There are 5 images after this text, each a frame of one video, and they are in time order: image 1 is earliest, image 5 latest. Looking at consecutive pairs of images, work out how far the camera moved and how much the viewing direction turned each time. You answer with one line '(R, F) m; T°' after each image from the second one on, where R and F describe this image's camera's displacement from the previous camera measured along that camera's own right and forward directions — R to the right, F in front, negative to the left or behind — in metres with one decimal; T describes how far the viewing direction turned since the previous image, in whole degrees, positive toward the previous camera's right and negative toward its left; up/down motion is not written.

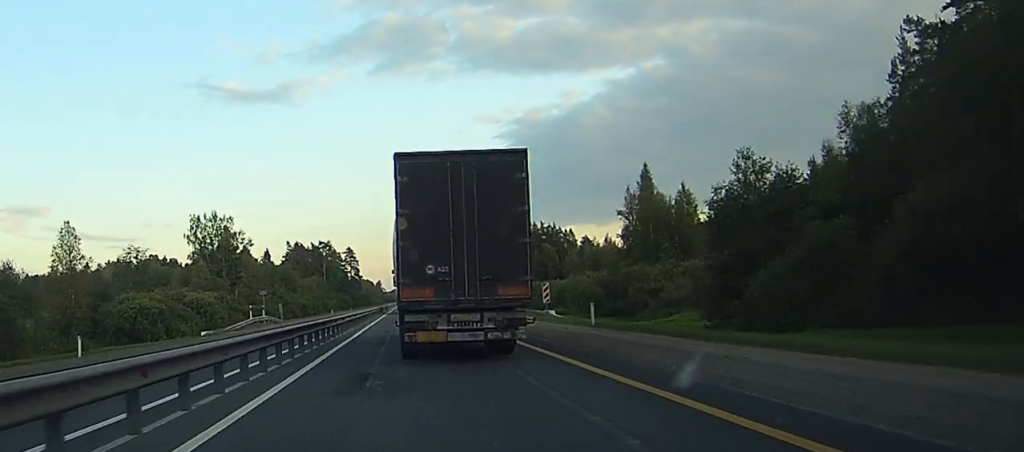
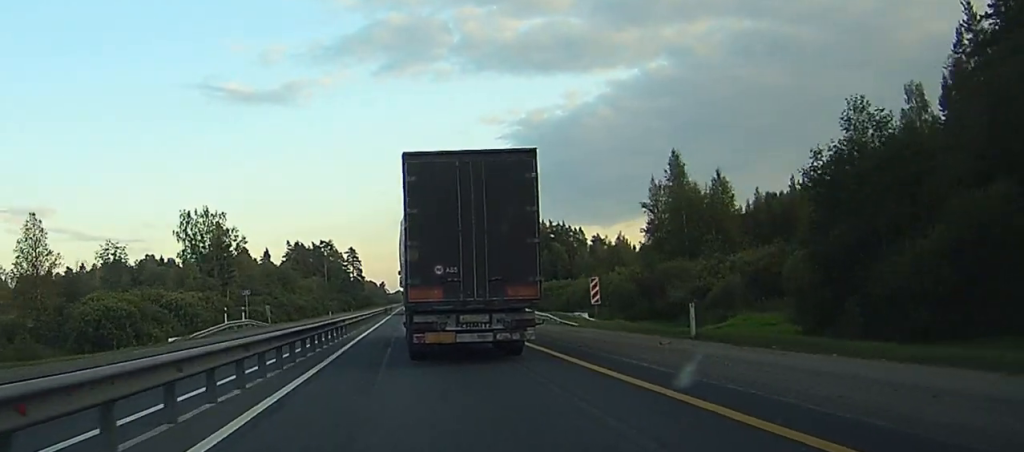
(0.0, +12.2) m; 0°
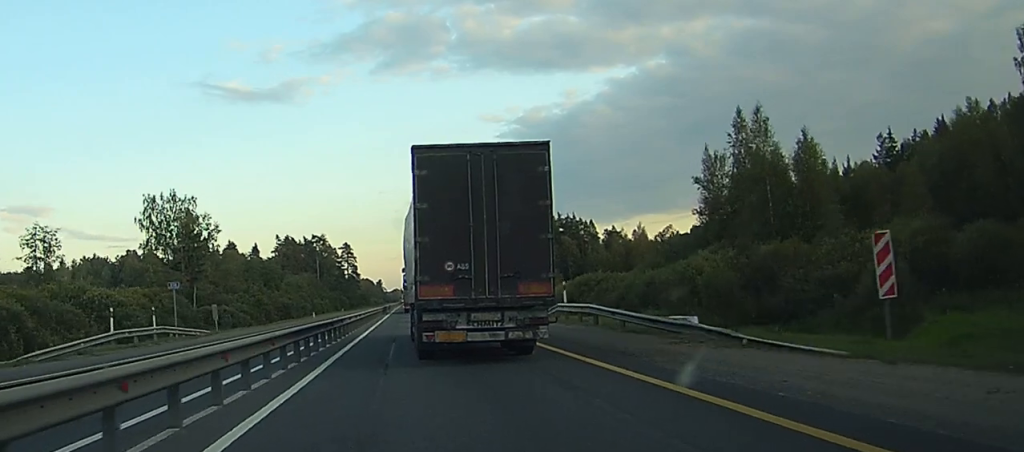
(0.0, +25.7) m; 0°
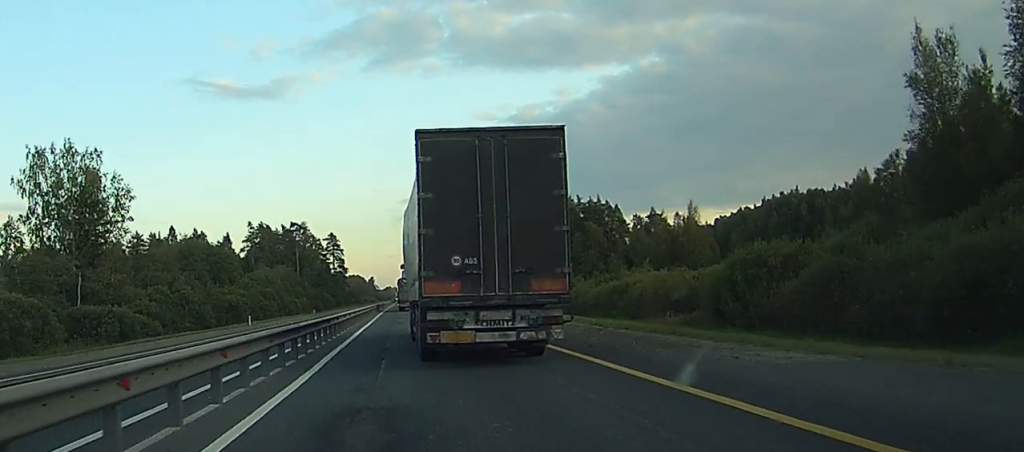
(0.0, +43.3) m; 0°
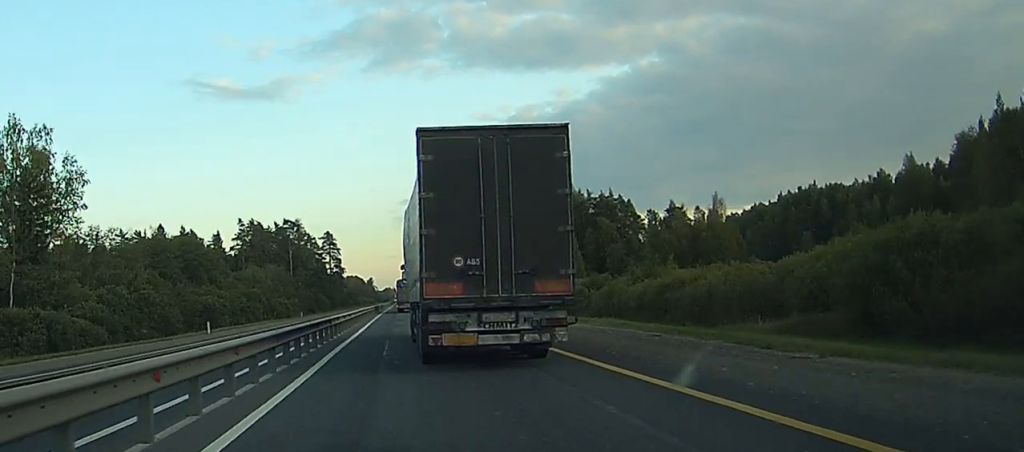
(0.0, +11.7) m; 0°
